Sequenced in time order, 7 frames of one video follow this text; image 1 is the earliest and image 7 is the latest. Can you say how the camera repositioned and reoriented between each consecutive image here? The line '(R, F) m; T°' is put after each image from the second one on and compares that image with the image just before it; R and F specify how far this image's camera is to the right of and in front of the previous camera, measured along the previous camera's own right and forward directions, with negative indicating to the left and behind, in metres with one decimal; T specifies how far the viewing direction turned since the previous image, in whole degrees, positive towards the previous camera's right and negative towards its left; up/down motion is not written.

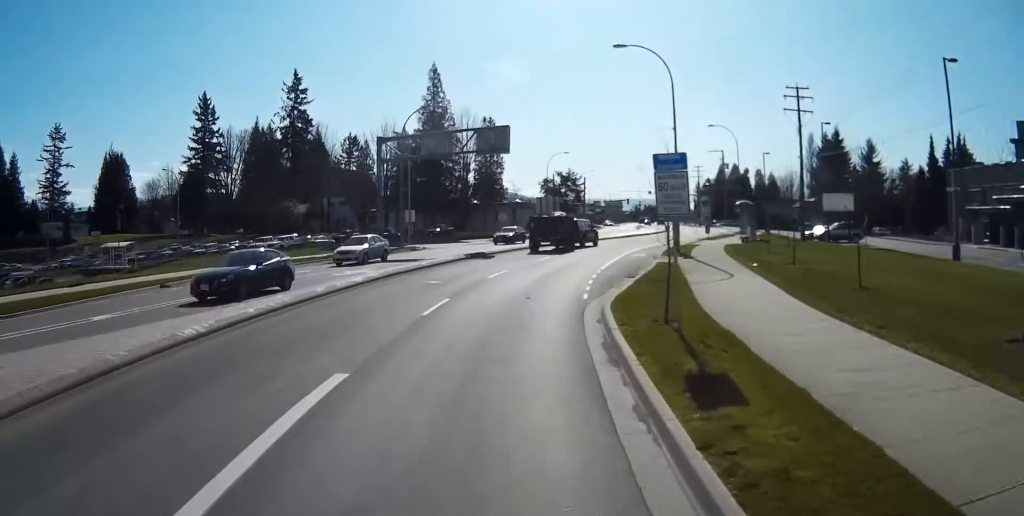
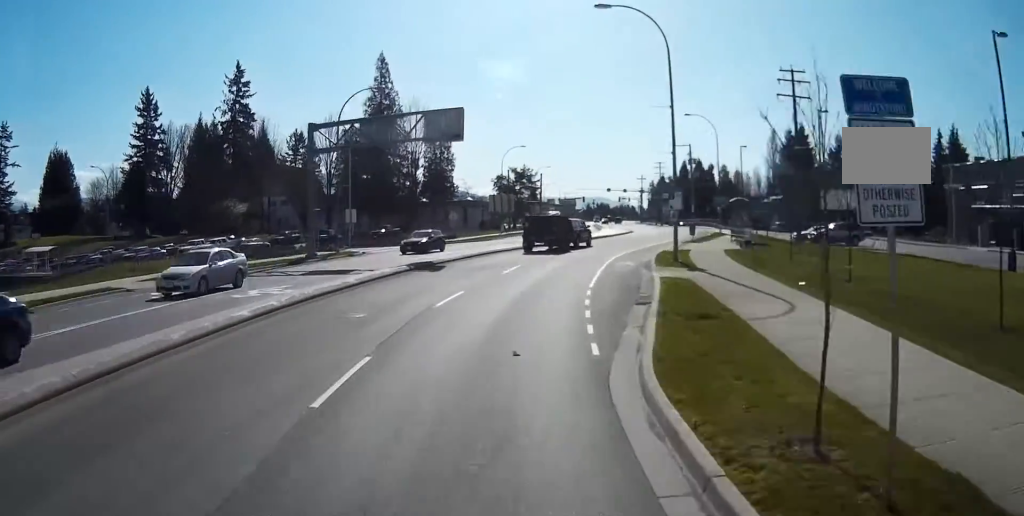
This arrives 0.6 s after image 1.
(-0.1, +7.6) m; +3°
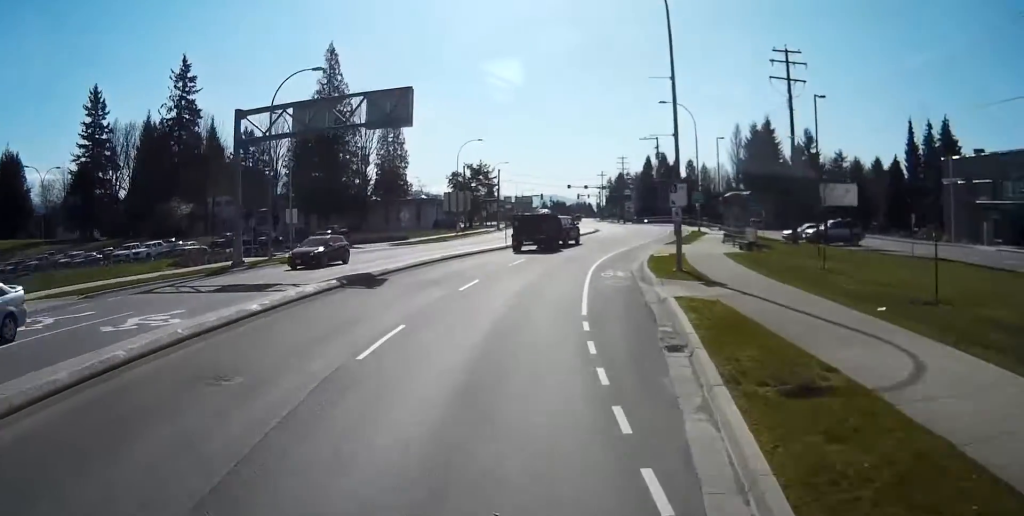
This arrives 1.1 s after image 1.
(+0.3, +6.5) m; +4°
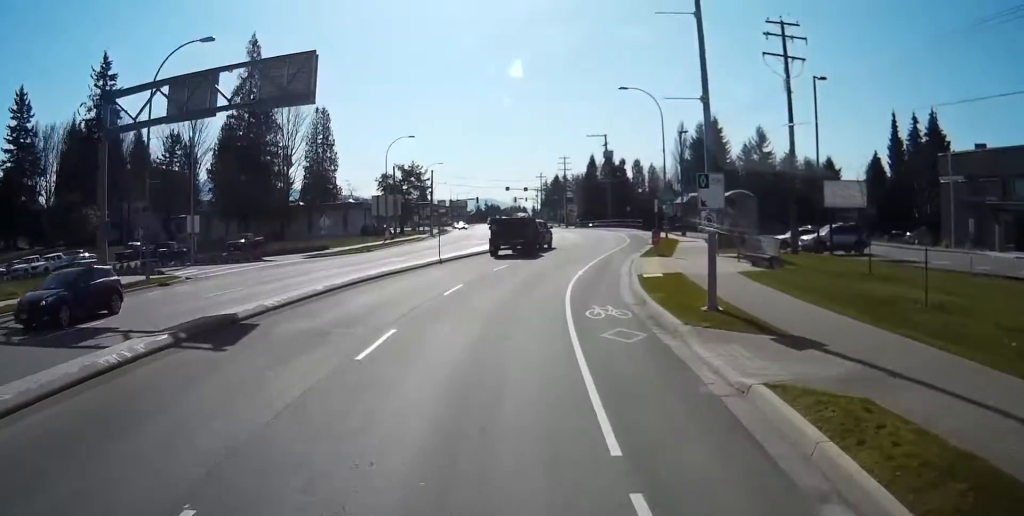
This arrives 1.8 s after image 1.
(+0.3, +9.1) m; +5°
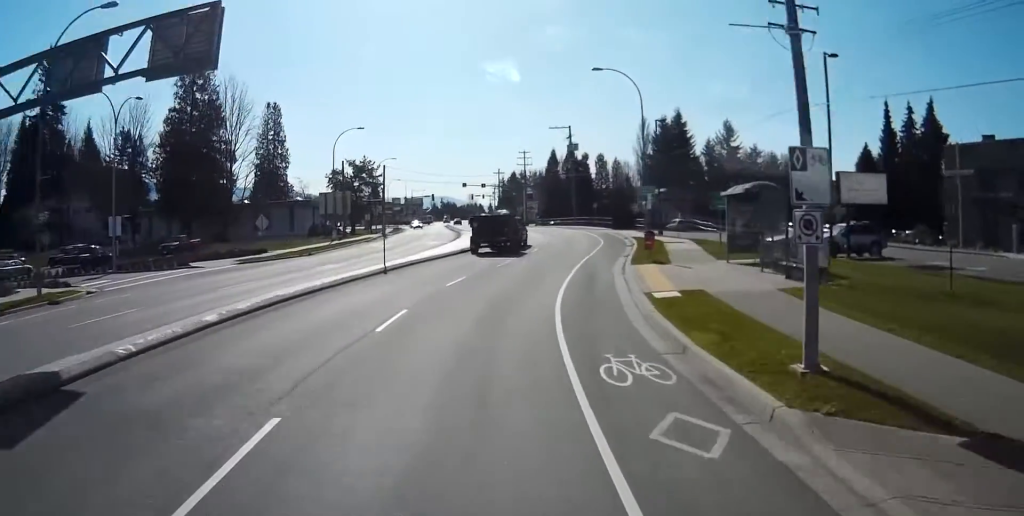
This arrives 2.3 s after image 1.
(+0.3, +6.4) m; +3°
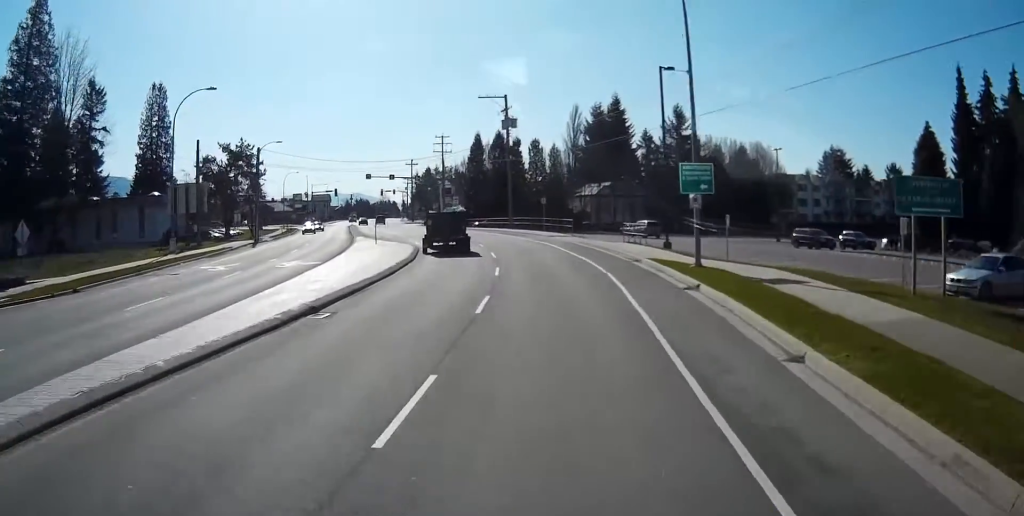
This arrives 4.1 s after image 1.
(+1.9, +23.3) m; +7°
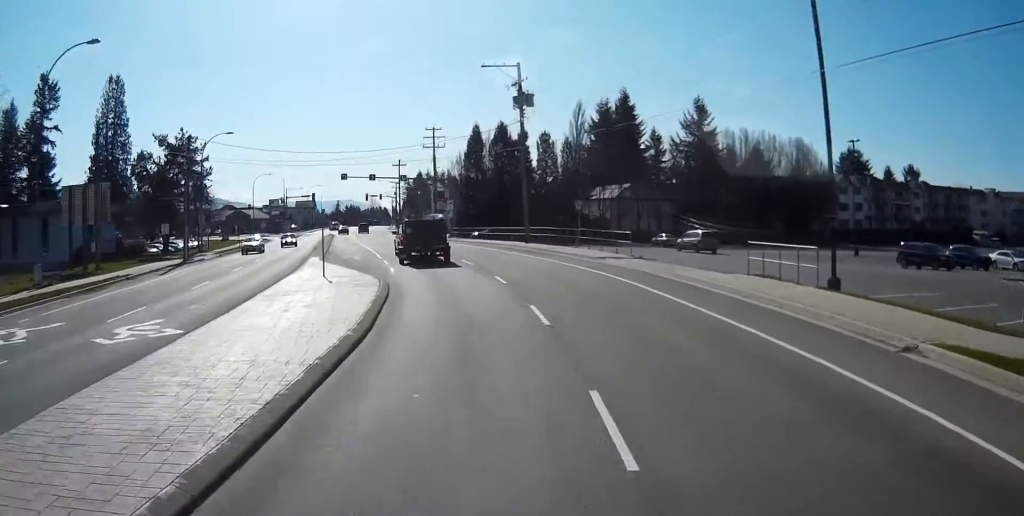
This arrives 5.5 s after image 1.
(+0.3, +17.9) m; +1°
